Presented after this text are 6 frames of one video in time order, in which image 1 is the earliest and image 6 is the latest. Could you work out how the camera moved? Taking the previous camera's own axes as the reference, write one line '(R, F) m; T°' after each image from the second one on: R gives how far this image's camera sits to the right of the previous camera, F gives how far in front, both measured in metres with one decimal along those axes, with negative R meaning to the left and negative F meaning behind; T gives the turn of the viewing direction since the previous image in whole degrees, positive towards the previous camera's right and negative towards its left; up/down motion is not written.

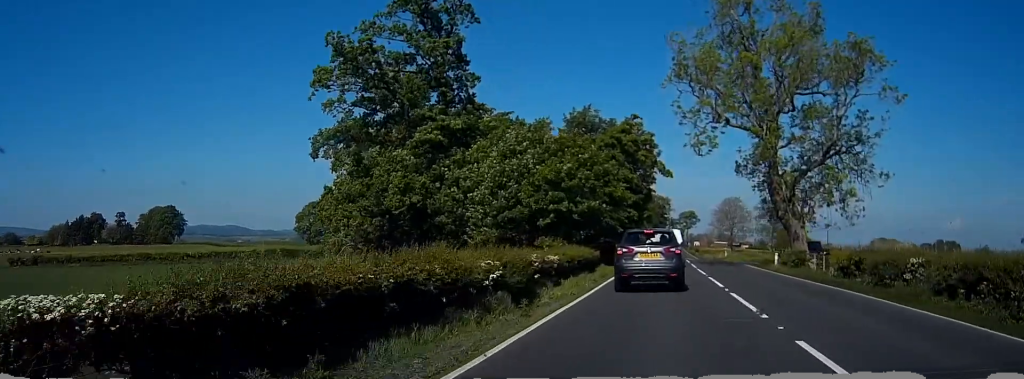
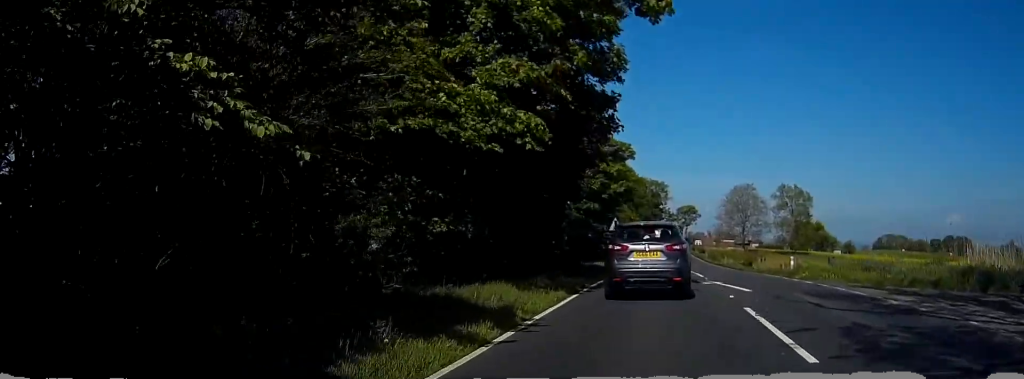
(+0.1, +41.2) m; +1°
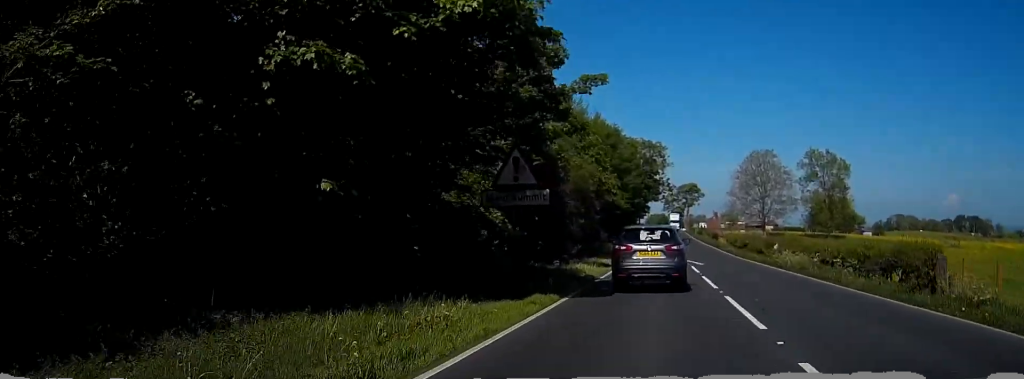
(+0.1, +36.2) m; 0°
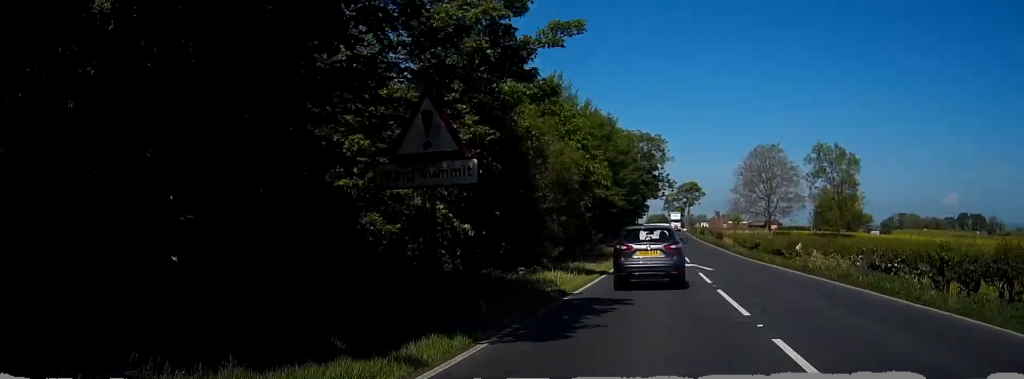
(0.0, +7.3) m; 0°
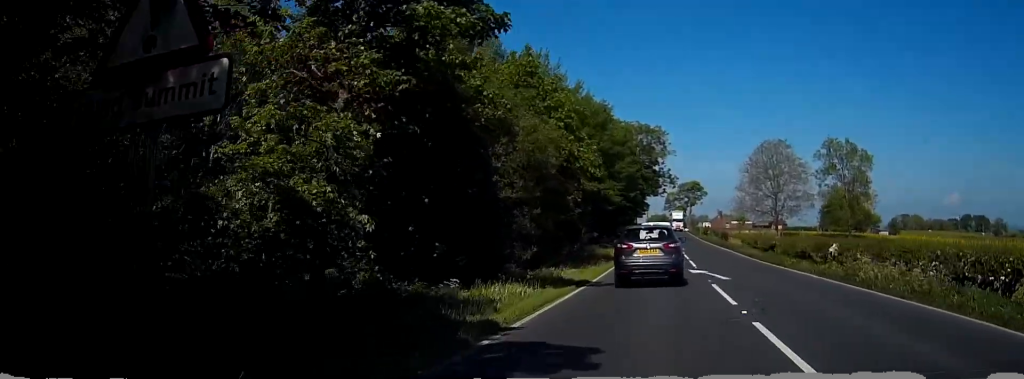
(0.0, +7.3) m; 0°
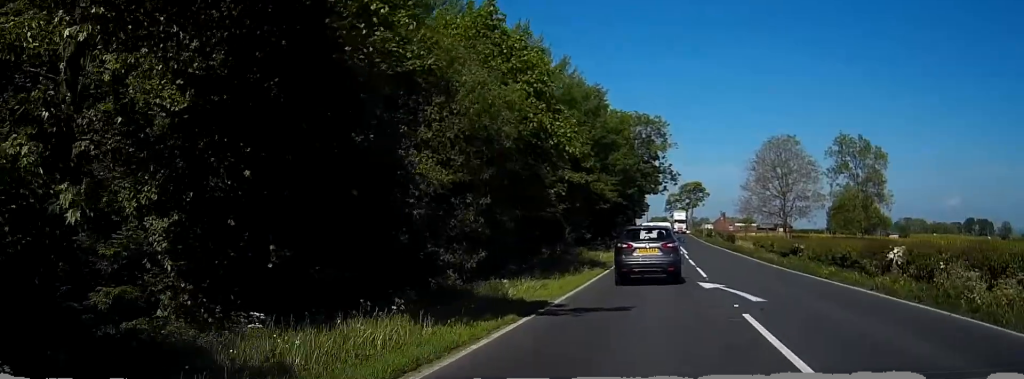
(0.0, +7.8) m; 0°
